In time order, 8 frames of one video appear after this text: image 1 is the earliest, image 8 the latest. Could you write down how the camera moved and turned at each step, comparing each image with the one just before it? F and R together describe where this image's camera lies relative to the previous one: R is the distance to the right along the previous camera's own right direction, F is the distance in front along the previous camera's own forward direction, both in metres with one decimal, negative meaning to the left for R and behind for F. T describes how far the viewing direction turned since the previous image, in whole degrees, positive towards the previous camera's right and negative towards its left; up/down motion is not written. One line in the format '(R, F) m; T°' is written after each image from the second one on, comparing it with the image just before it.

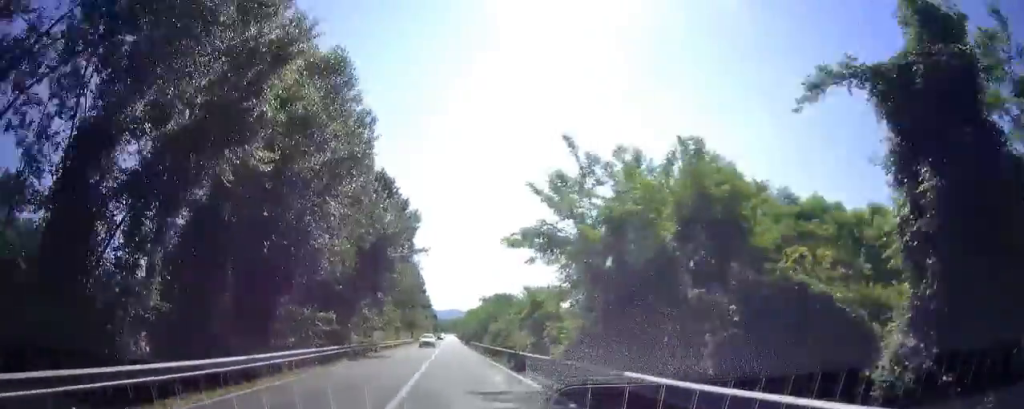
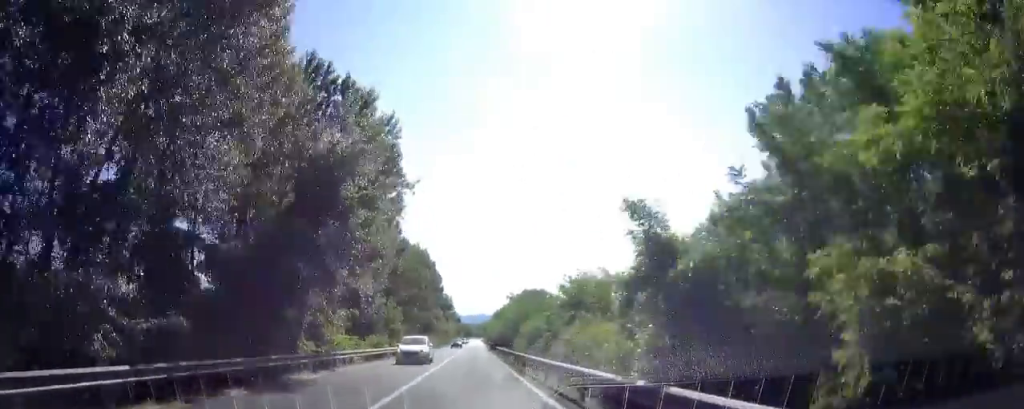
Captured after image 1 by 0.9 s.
(-0.4, +16.1) m; -2°
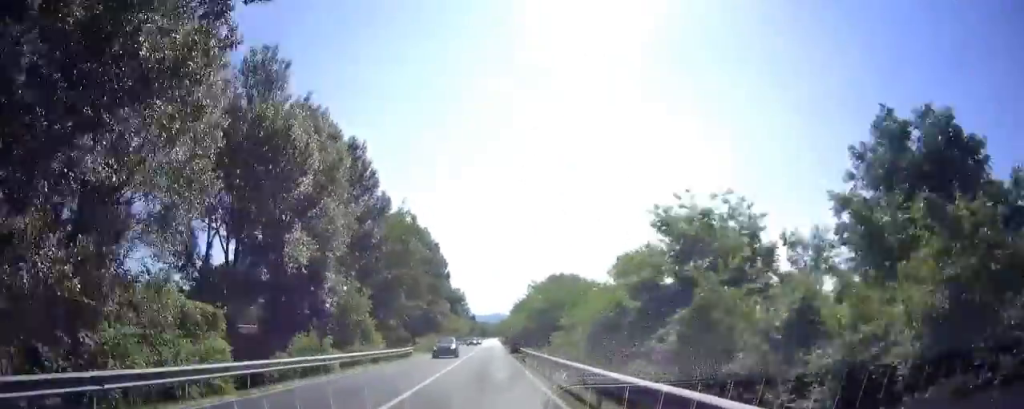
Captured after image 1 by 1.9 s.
(-0.2, +18.8) m; -1°
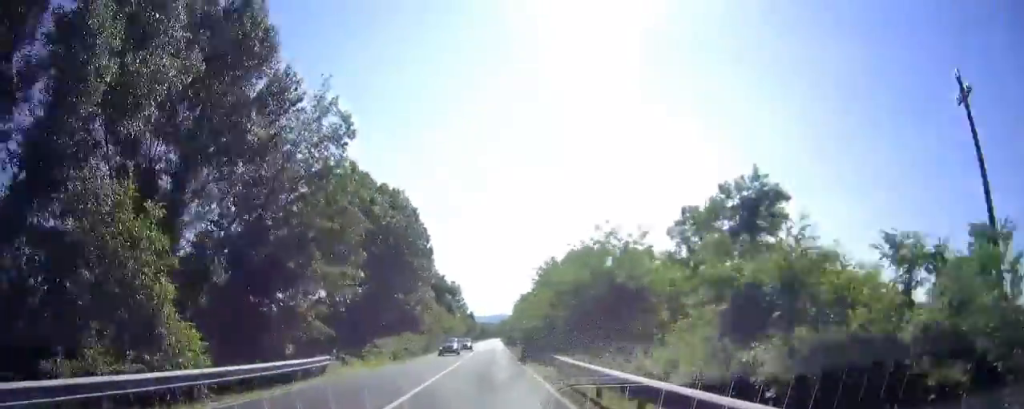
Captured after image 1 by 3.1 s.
(0.0, +21.4) m; 0°
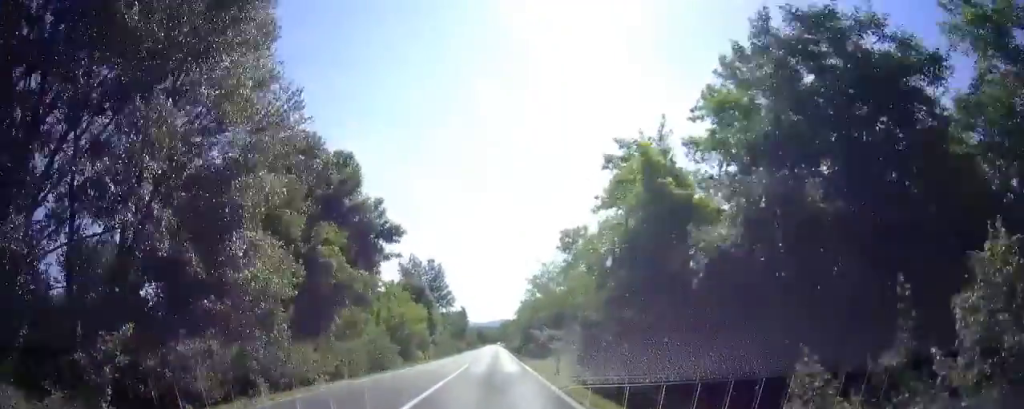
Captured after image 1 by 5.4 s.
(0.0, +42.5) m; 0°
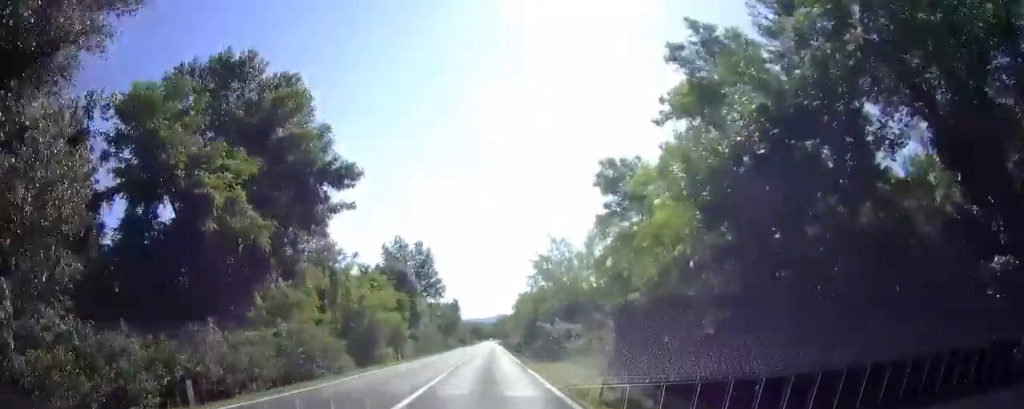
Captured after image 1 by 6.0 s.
(0.0, +10.3) m; 0°
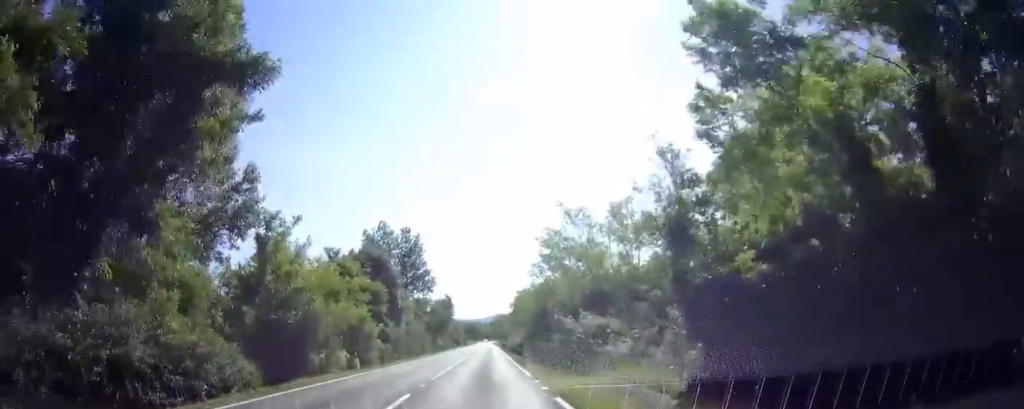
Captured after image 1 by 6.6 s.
(0.0, +10.3) m; 0°
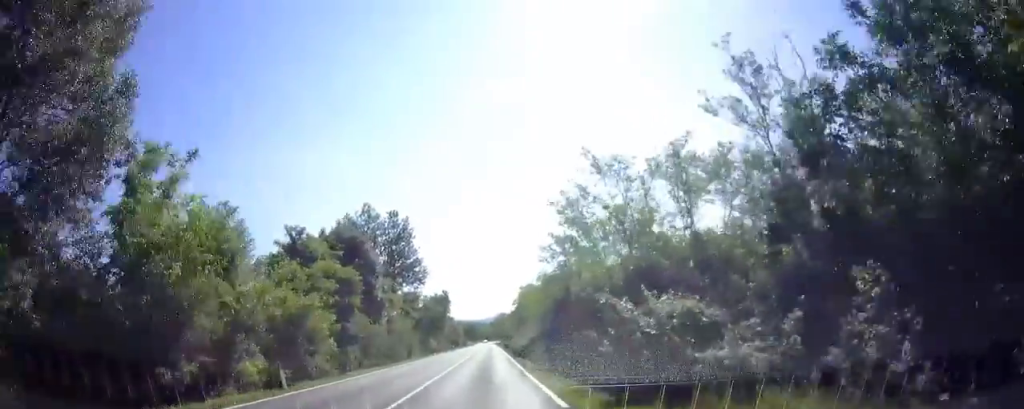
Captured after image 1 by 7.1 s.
(0.0, +9.0) m; 0°
